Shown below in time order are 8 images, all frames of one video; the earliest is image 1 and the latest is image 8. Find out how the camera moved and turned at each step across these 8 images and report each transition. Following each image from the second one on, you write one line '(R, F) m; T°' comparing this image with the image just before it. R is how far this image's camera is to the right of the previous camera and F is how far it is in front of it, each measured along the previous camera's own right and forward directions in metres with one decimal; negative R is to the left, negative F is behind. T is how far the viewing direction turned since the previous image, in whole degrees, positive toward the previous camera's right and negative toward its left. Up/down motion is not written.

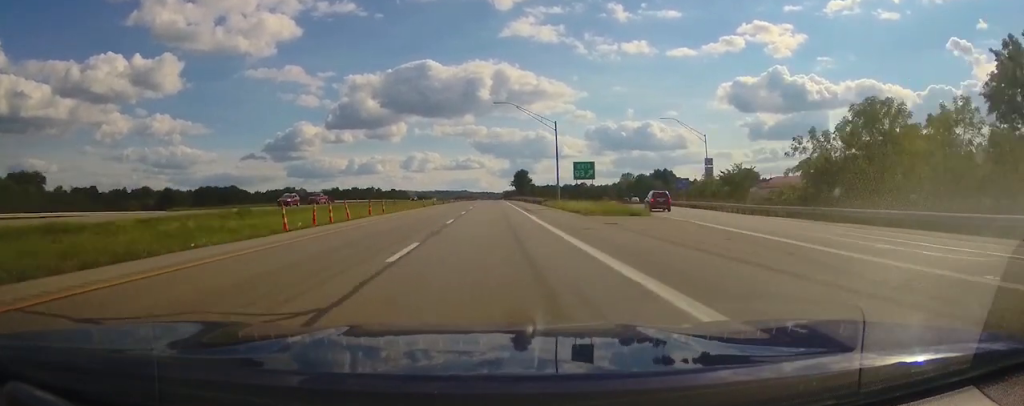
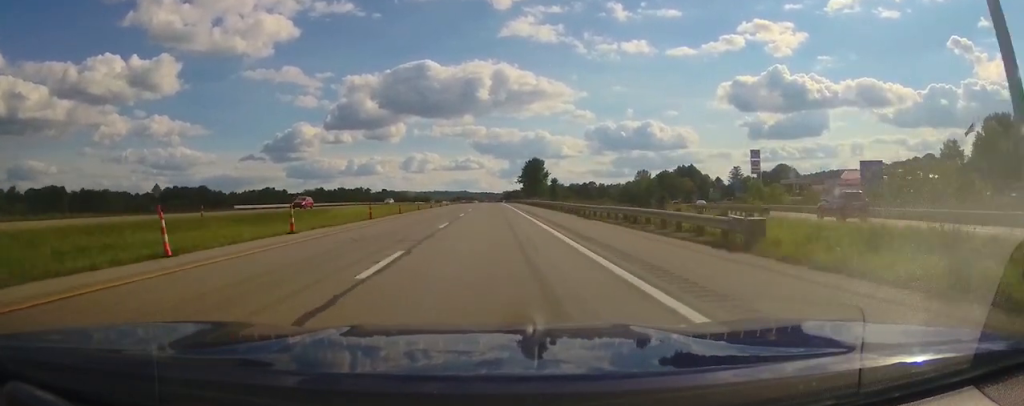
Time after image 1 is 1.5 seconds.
(0.0, +50.6) m; 0°
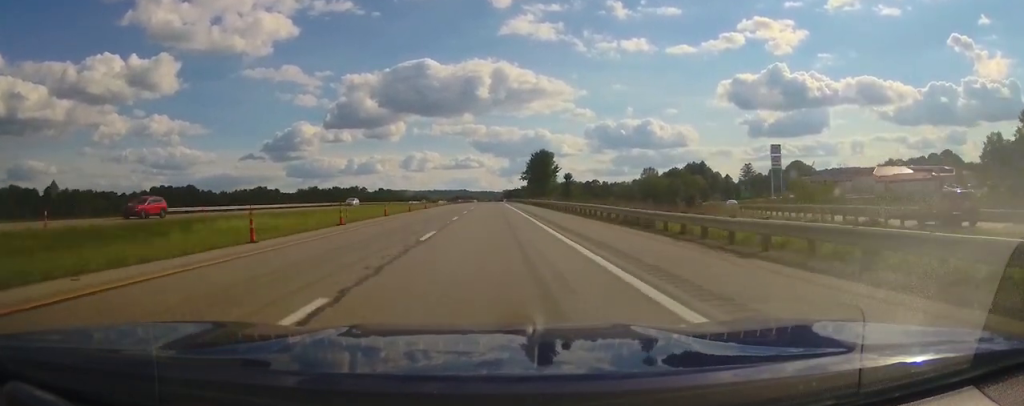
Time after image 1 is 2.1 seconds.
(0.0, +17.7) m; 0°
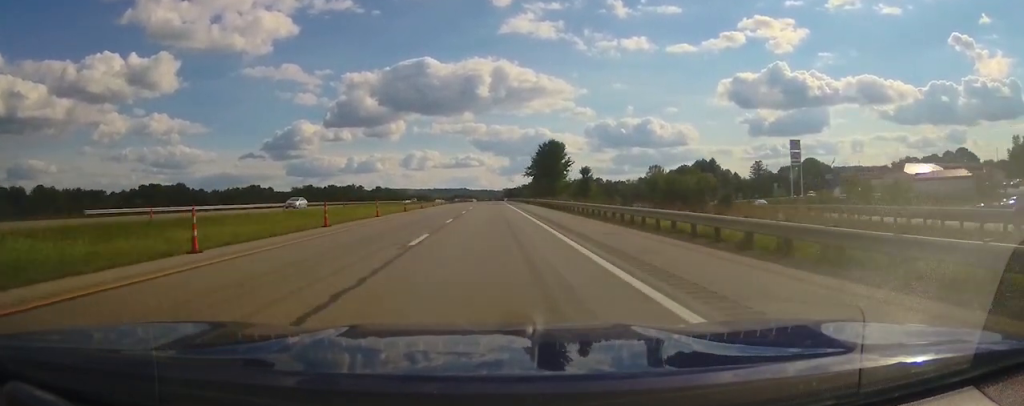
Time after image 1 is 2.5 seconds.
(+0.2, +14.5) m; 0°
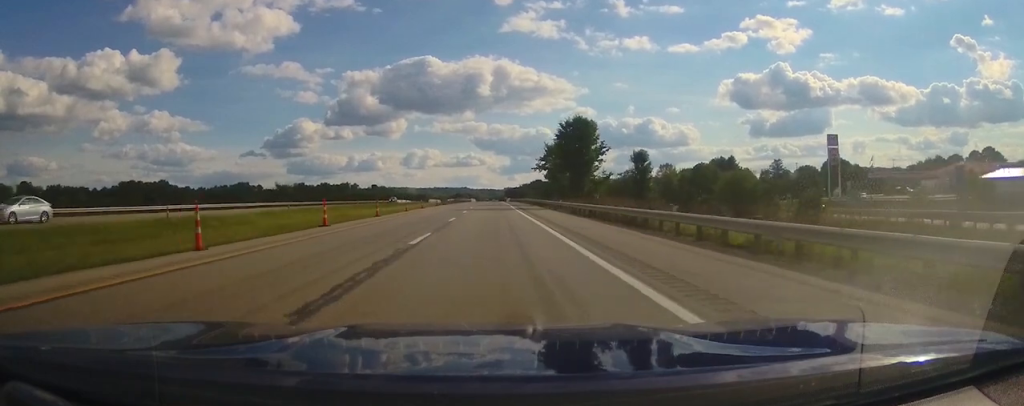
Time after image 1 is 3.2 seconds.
(0.0, +23.5) m; 0°
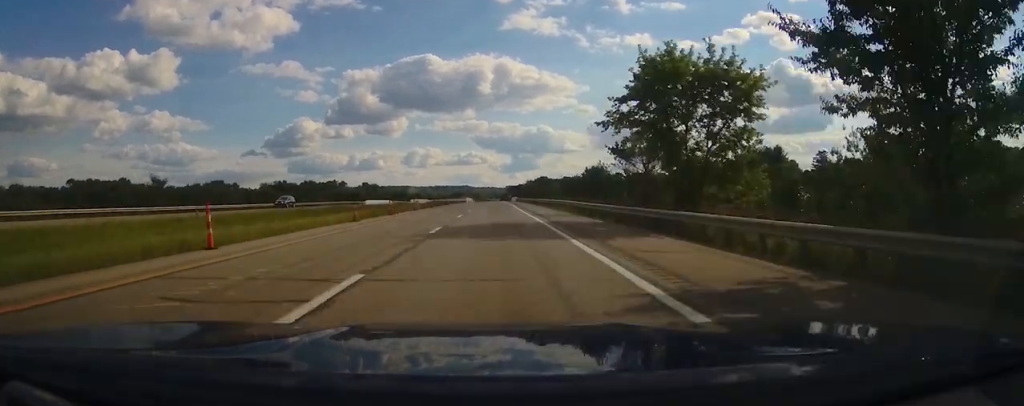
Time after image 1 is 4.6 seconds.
(-0.3, +46.1) m; 0°
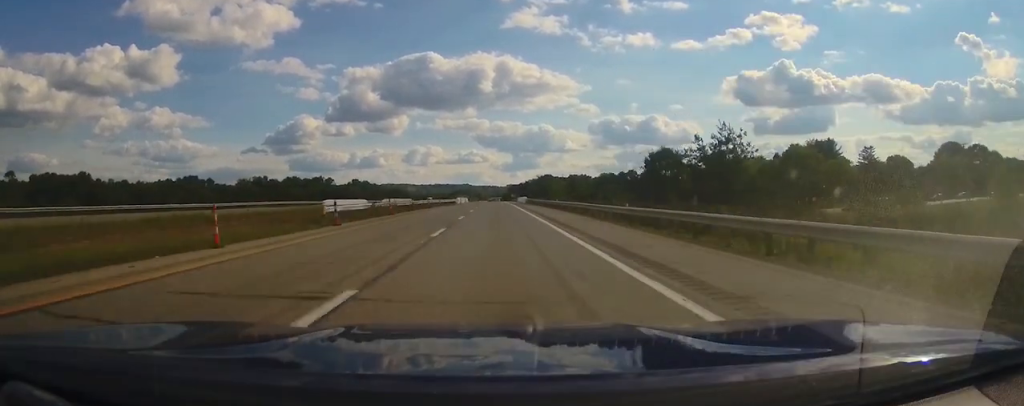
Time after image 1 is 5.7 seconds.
(0.0, +38.3) m; 0°
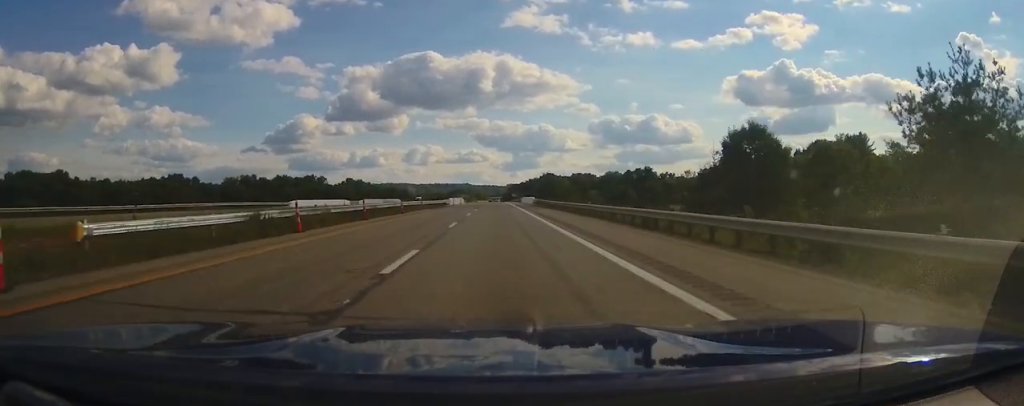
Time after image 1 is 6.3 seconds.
(0.0, +19.2) m; 0°
